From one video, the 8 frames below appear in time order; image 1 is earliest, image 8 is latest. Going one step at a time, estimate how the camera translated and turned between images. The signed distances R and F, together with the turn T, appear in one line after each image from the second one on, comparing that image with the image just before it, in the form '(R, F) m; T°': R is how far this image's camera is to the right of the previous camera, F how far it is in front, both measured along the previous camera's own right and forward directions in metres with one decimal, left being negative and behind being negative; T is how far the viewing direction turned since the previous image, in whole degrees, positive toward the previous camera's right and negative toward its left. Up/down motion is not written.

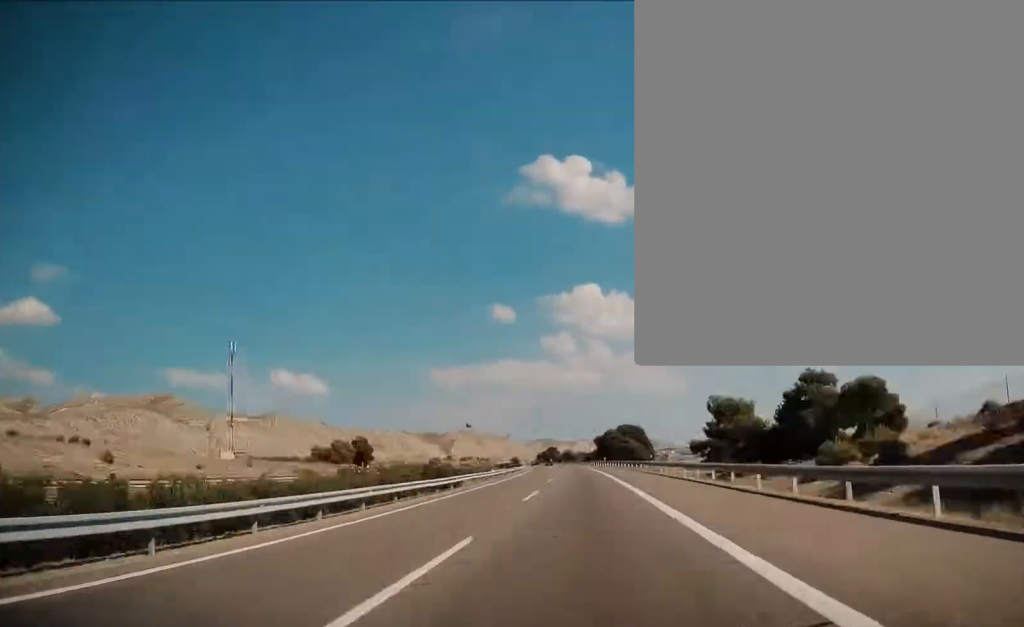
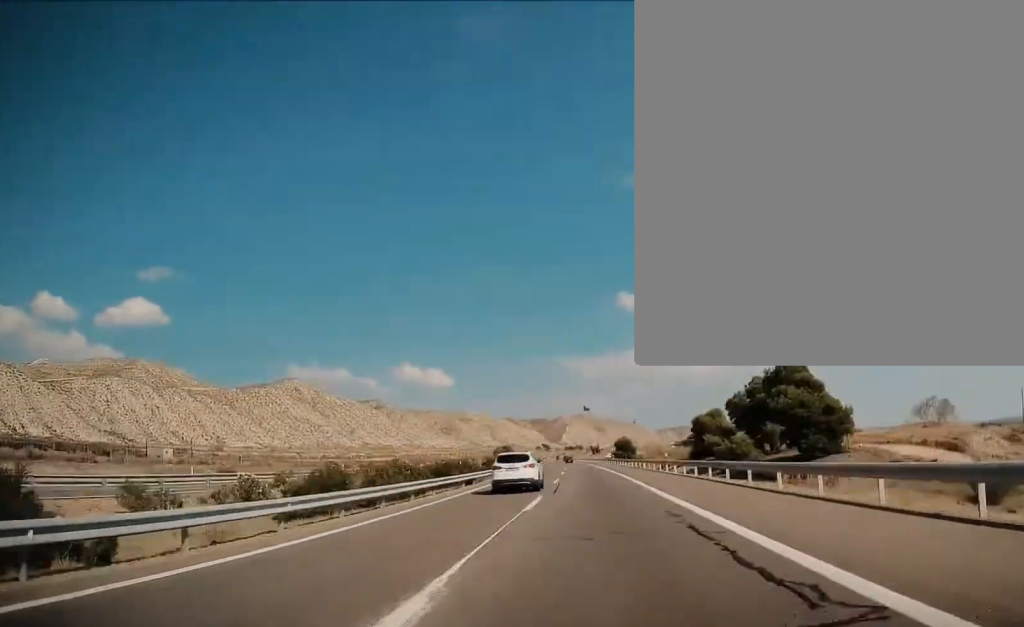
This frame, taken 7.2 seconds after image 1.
(-20.9, +266.0) m; -5°
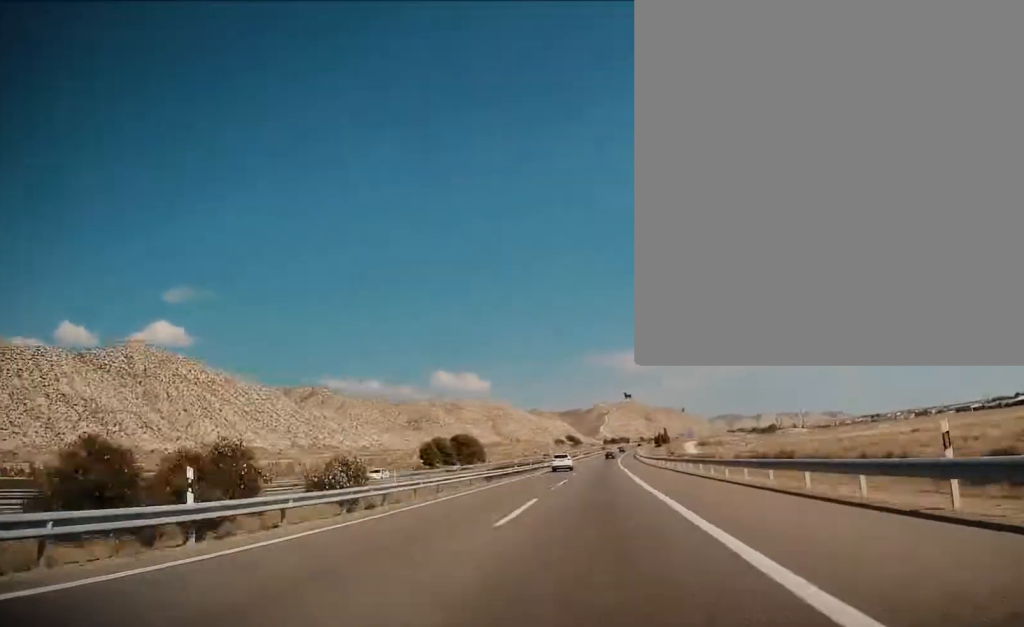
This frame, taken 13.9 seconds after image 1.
(-6.8, +247.3) m; +1°
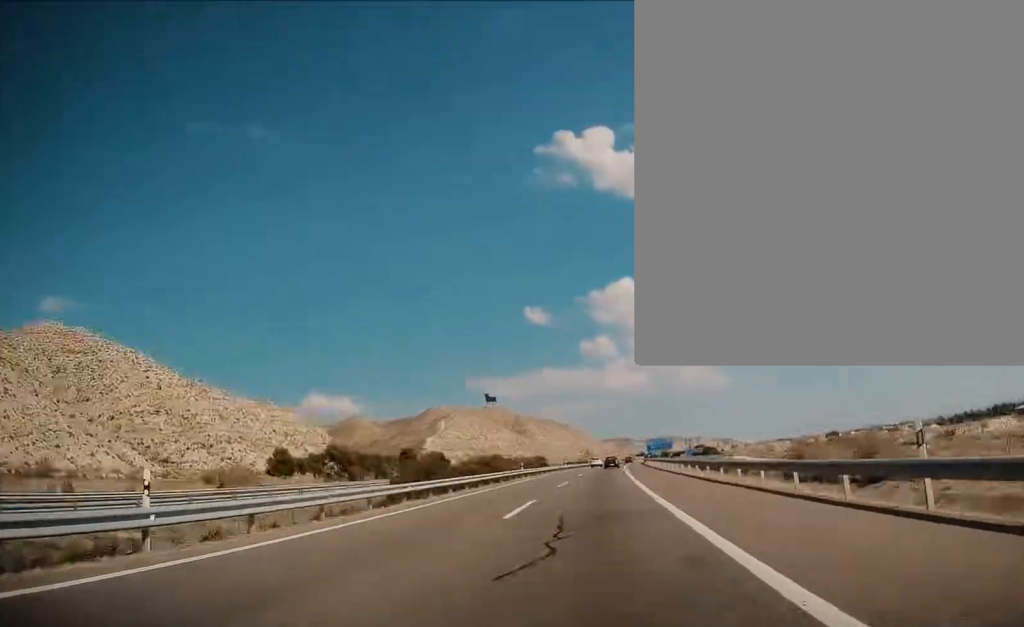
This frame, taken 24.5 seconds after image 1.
(+32.8, +393.9) m; +10°
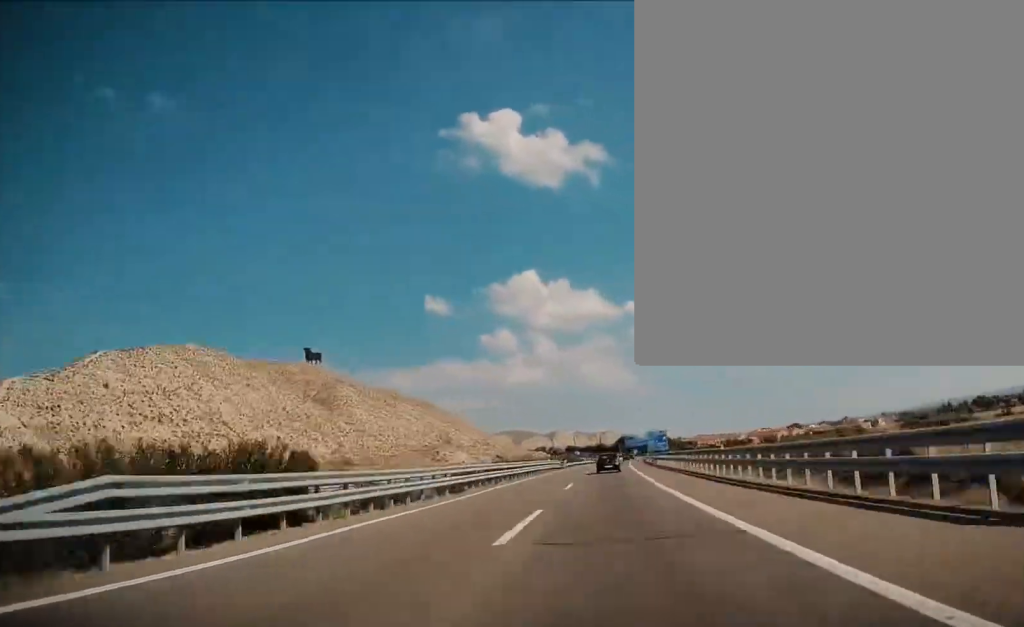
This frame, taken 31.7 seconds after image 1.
(+15.9, +266.1) m; +4°
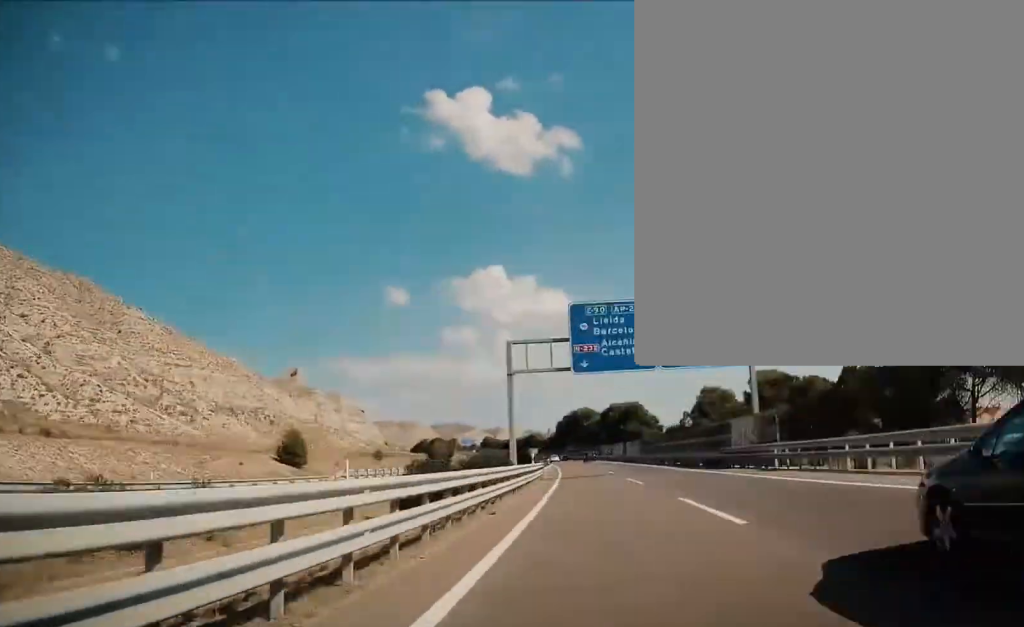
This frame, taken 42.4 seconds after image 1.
(+5.9, +392.3) m; -4°
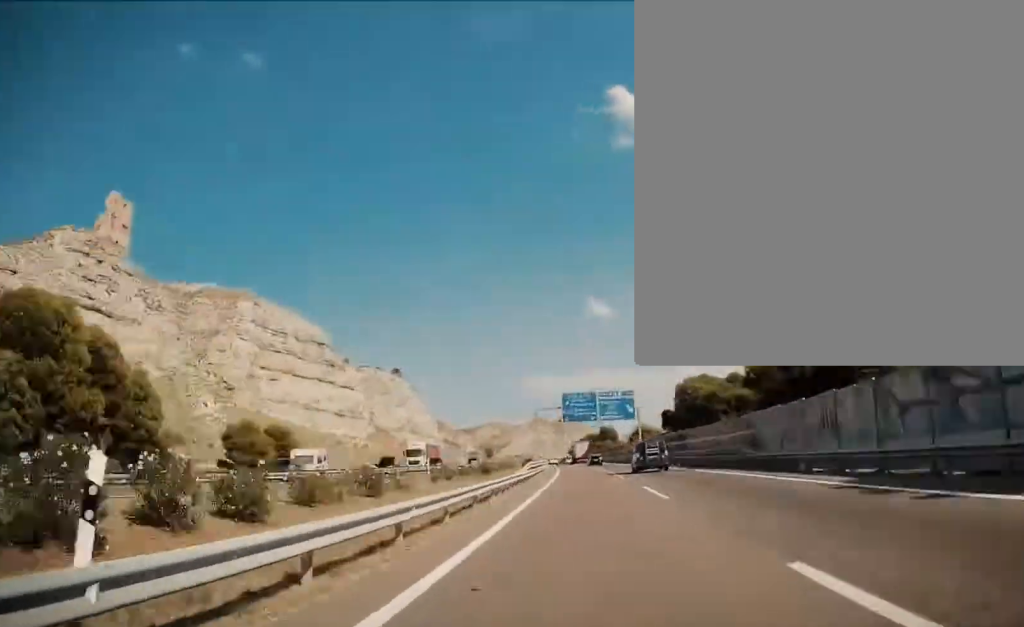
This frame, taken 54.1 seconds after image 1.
(-49.0, +415.4) m; -10°
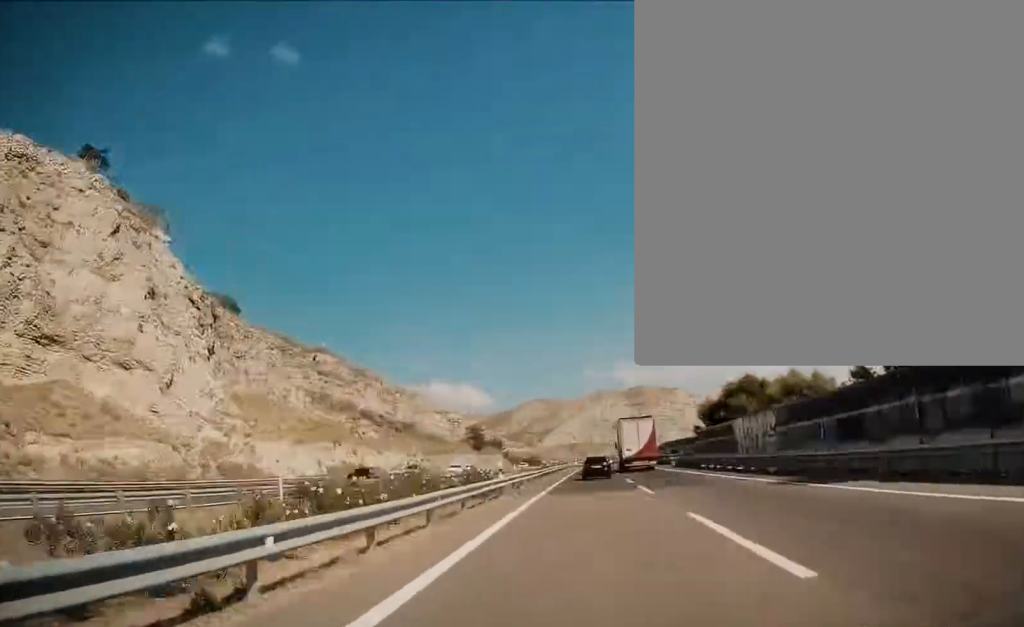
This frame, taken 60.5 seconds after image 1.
(-13.3, +222.3) m; +4°
